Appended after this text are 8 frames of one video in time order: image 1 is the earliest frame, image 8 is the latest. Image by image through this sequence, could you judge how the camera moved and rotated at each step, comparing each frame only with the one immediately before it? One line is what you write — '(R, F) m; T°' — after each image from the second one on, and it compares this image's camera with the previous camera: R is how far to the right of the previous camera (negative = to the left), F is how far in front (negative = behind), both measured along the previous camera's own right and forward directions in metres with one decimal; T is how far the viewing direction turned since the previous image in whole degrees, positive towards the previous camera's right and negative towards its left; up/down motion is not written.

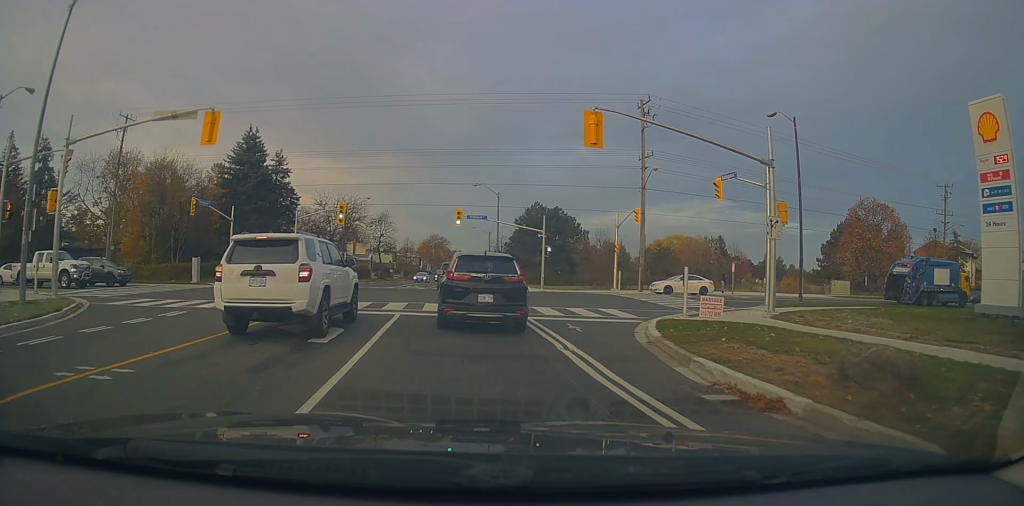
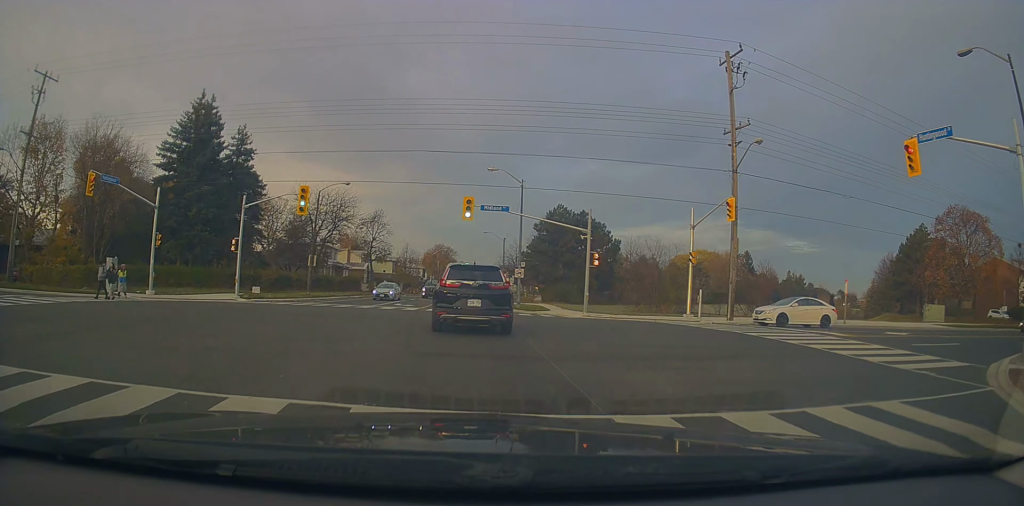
(-0.9, +12.4) m; -4°
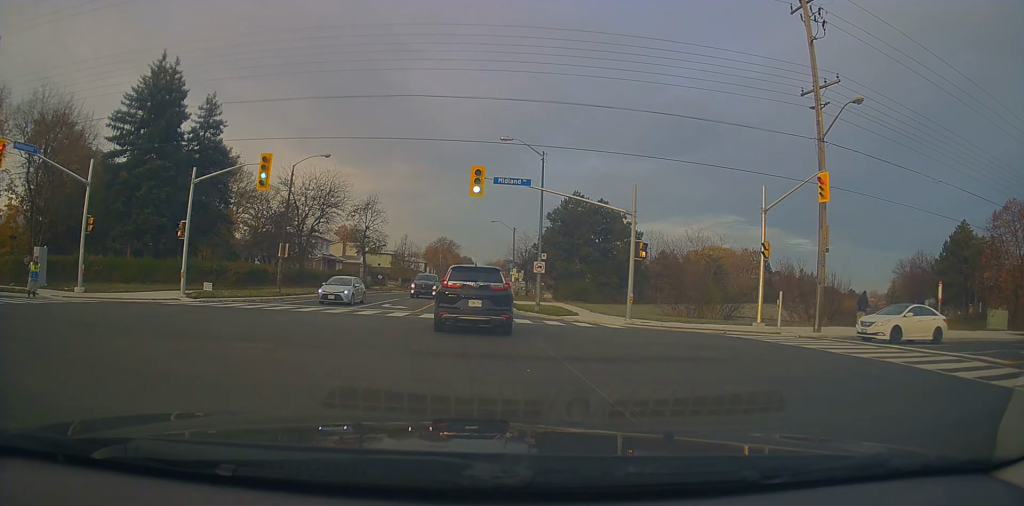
(+0.3, +7.2) m; +2°
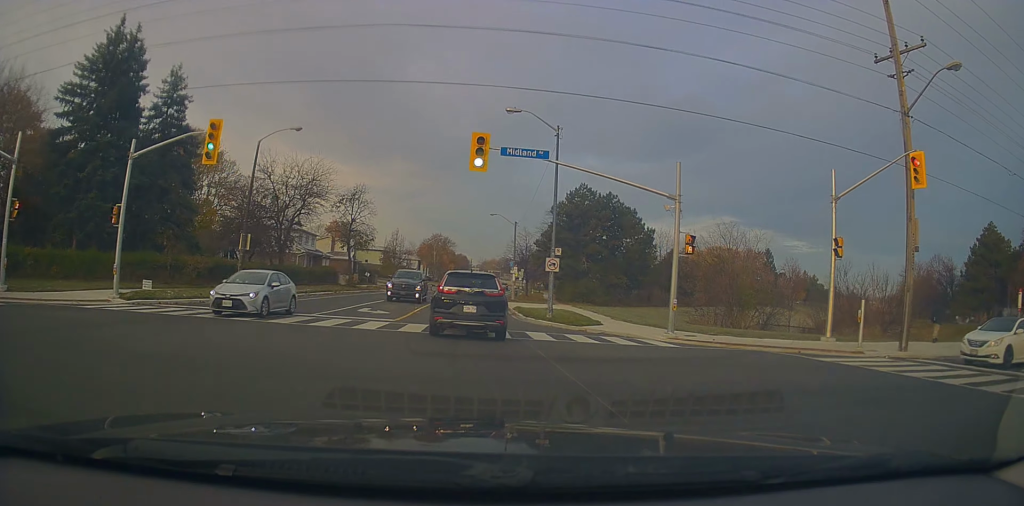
(-0.1, +5.4) m; +1°
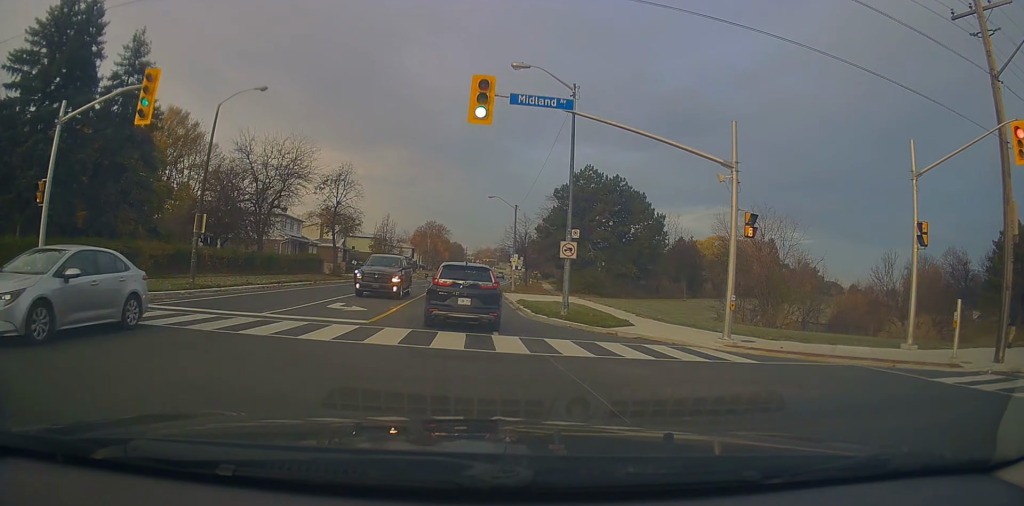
(-0.1, +4.3) m; +1°
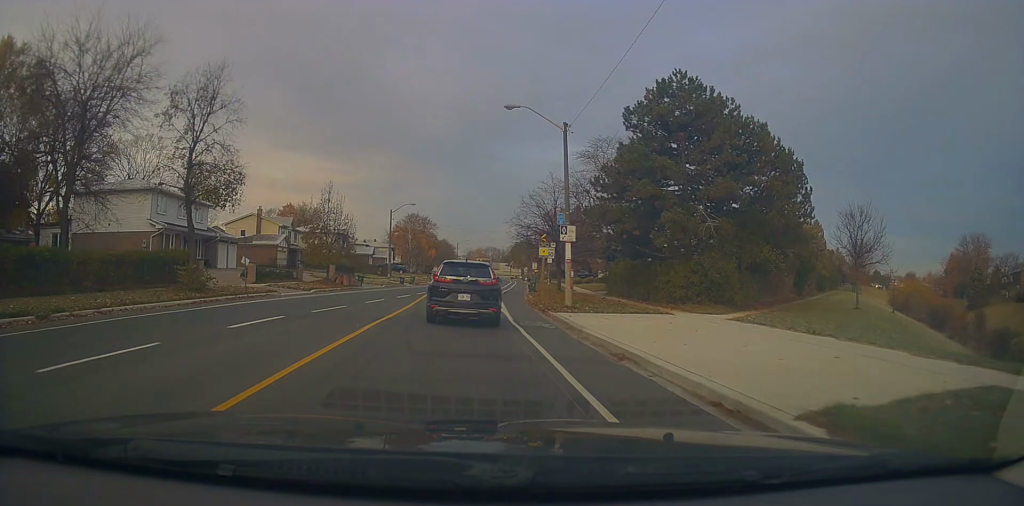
(+0.4, +26.3) m; 0°
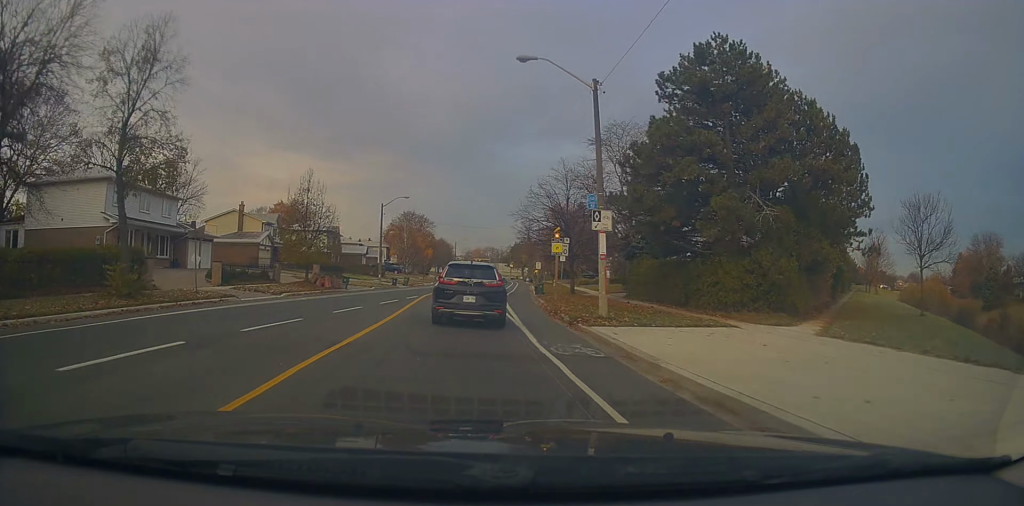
(0.0, +5.5) m; 0°
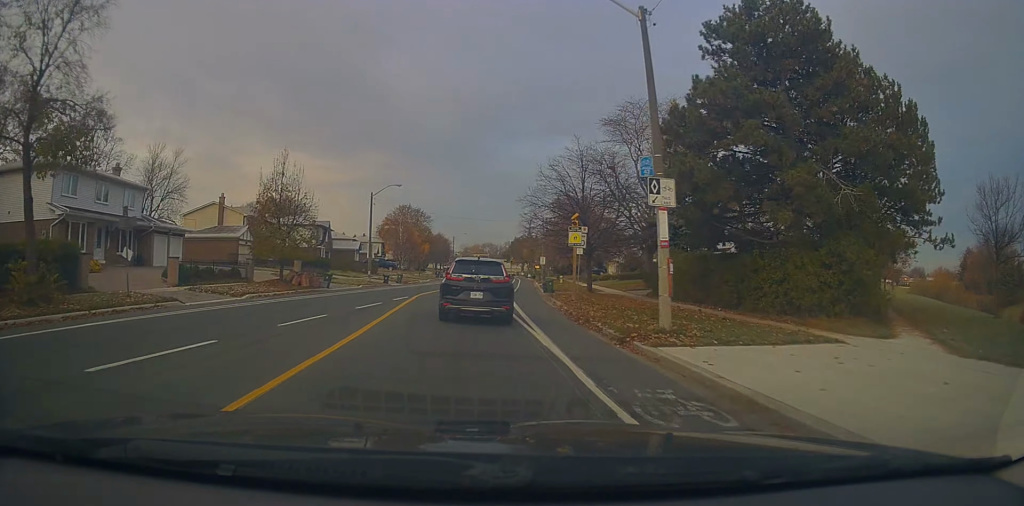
(0.0, +5.2) m; 0°
